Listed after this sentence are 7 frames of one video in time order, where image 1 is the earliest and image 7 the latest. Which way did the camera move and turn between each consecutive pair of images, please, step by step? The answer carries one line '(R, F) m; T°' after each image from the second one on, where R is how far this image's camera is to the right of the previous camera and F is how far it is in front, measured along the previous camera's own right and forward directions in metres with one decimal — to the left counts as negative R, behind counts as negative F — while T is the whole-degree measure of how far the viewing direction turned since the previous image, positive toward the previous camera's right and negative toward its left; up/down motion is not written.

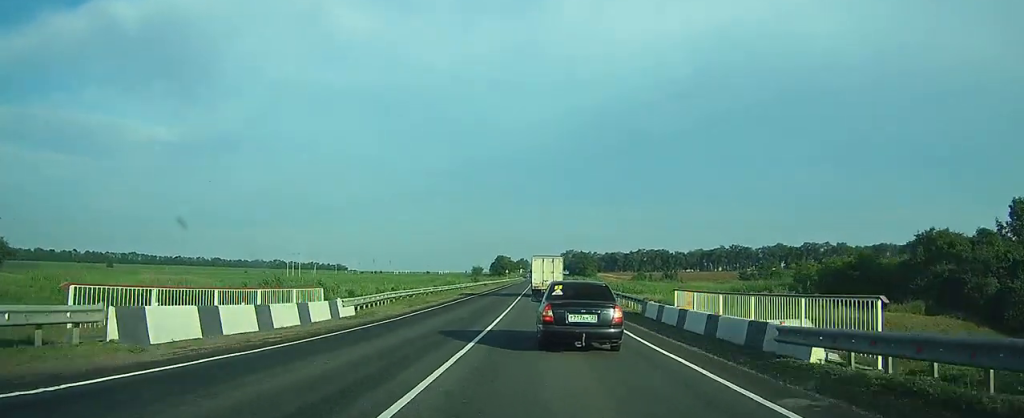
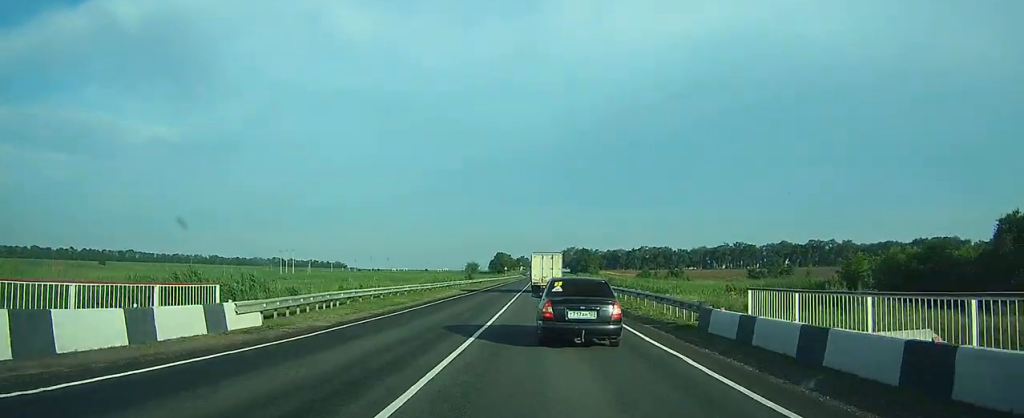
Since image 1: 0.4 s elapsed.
(0.0, +8.6) m; 0°
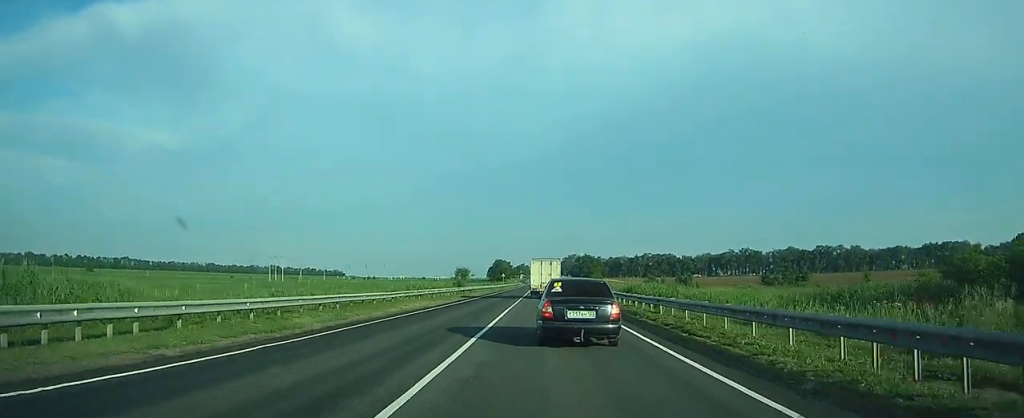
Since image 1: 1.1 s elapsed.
(0.0, +13.3) m; 0°
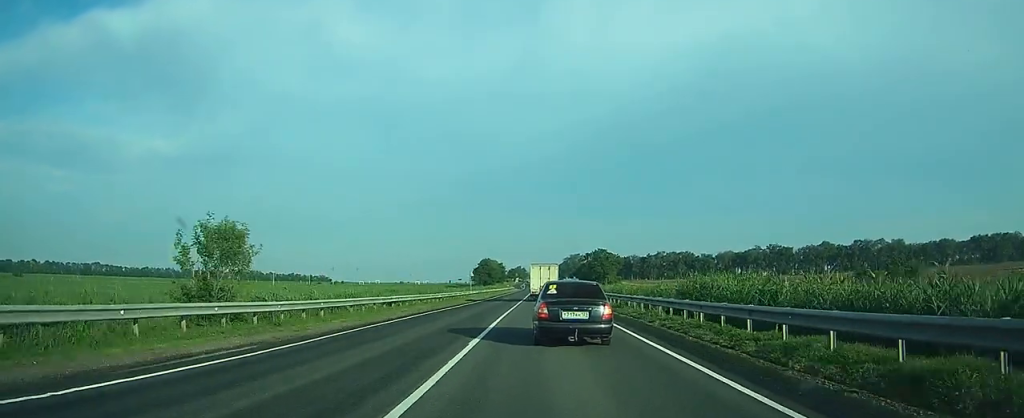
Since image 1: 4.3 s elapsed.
(-0.3, +65.2) m; 0°
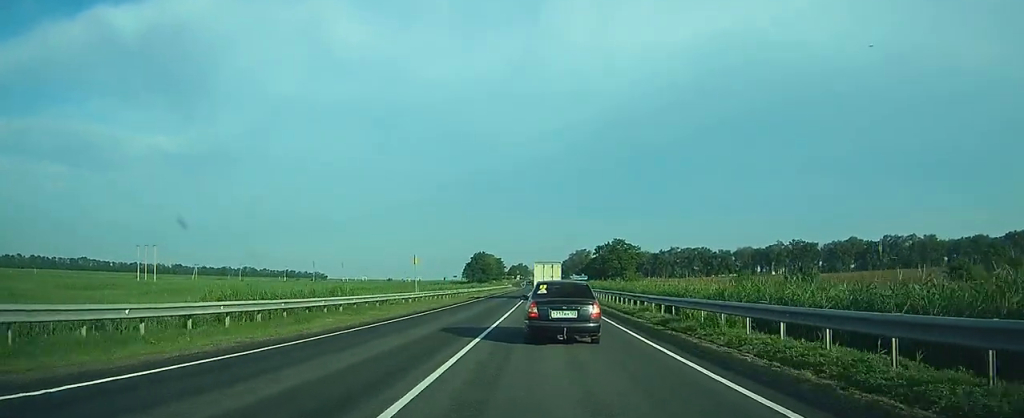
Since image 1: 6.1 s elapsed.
(+0.1, +35.4) m; 0°
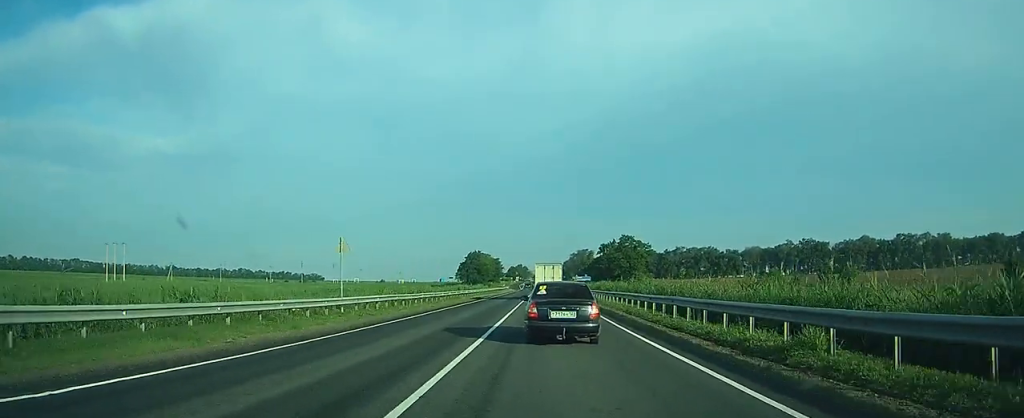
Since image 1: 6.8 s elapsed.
(0.0, +15.7) m; 0°
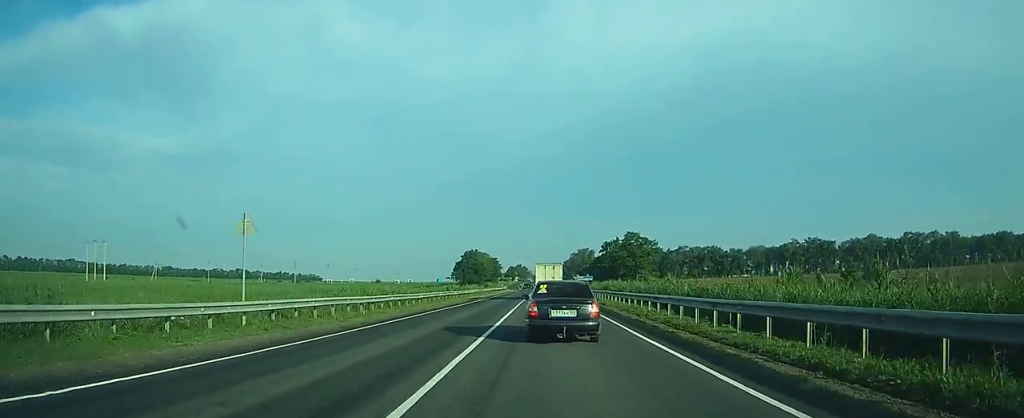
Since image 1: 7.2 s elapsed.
(0.0, +8.2) m; 0°
